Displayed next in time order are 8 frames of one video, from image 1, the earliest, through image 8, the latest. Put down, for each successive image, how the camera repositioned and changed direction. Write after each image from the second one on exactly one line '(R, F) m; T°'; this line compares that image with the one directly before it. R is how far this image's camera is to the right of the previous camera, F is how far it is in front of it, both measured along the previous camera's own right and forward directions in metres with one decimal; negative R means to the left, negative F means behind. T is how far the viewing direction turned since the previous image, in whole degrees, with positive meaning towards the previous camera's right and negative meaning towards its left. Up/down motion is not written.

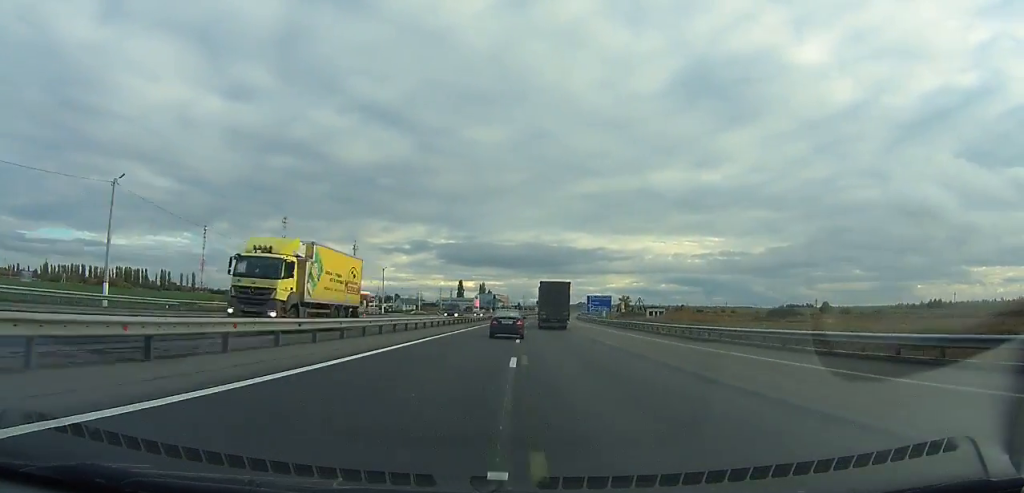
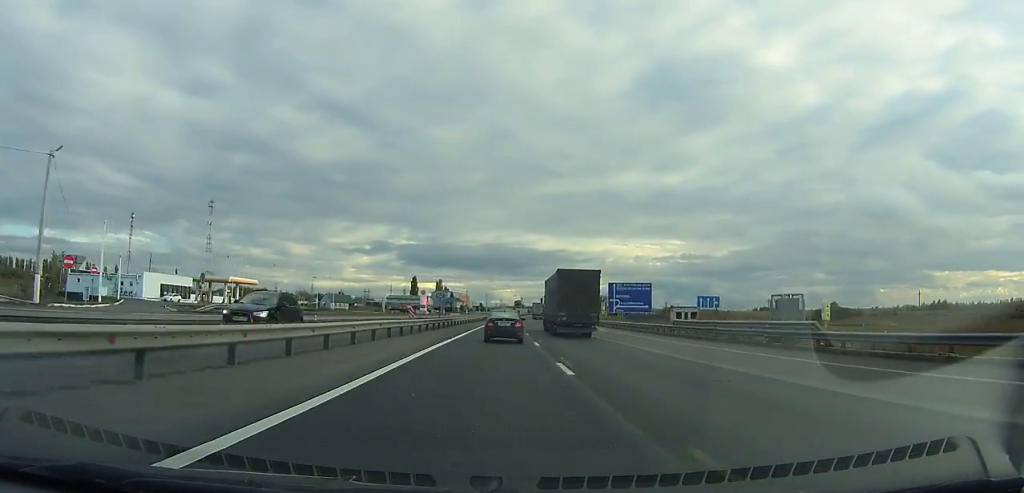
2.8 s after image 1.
(+0.8, +71.8) m; +2°
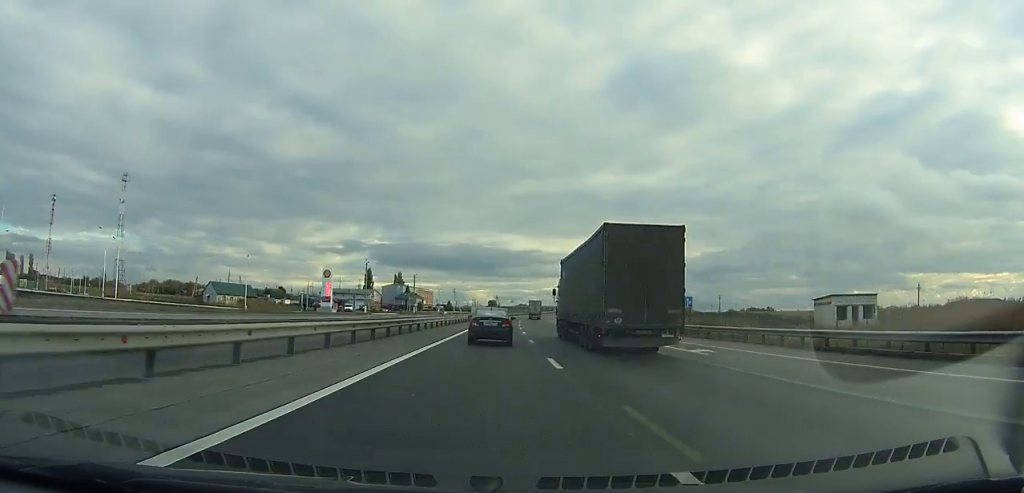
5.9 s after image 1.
(+2.4, +81.6) m; +3°
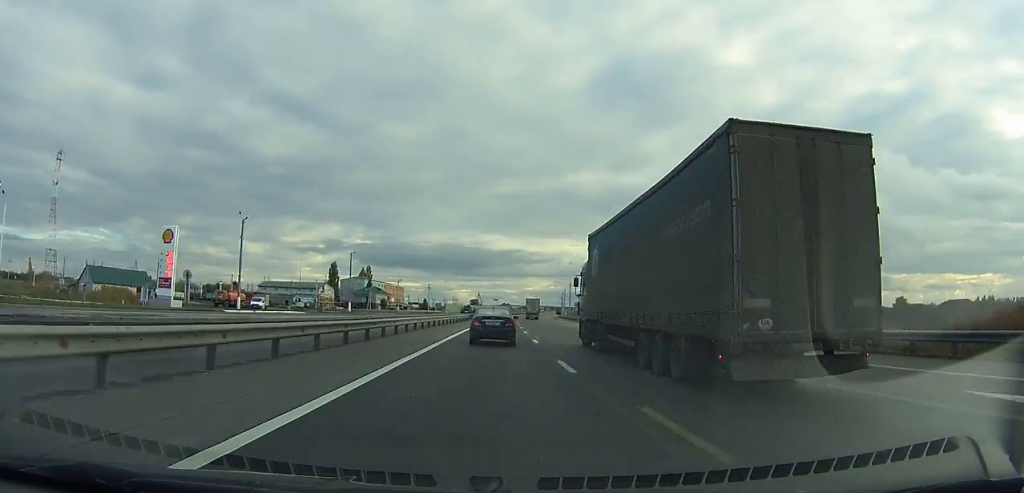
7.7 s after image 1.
(+0.4, +48.1) m; +1°
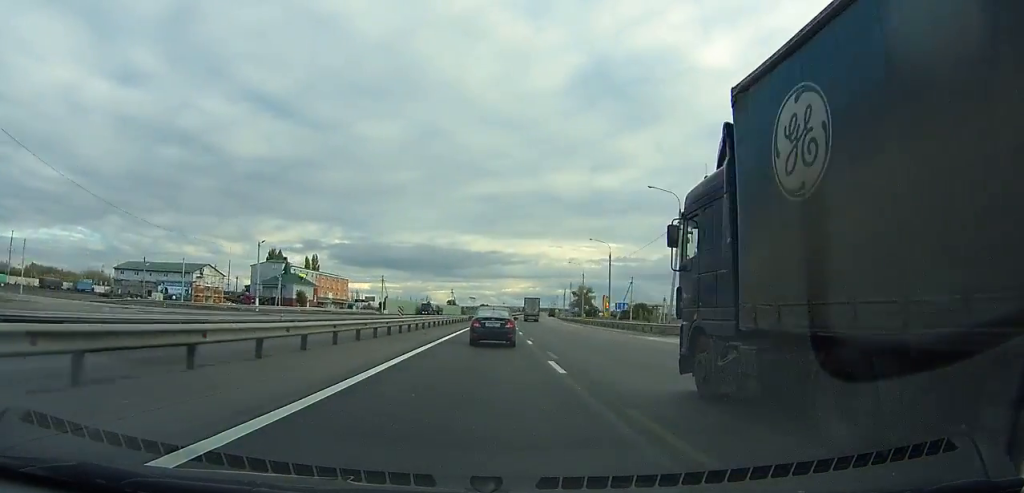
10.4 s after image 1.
(+1.4, +73.1) m; +2°
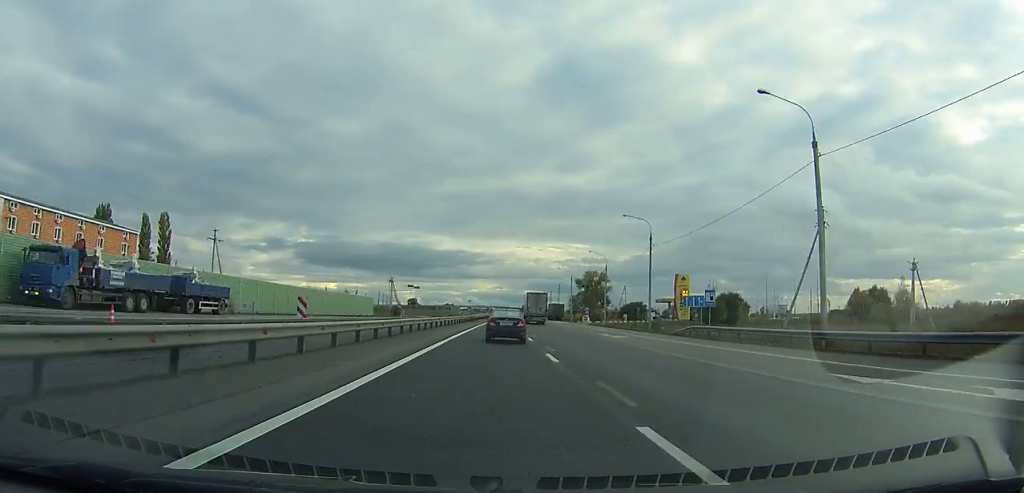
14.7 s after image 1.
(+3.5, +118.4) m; +3°
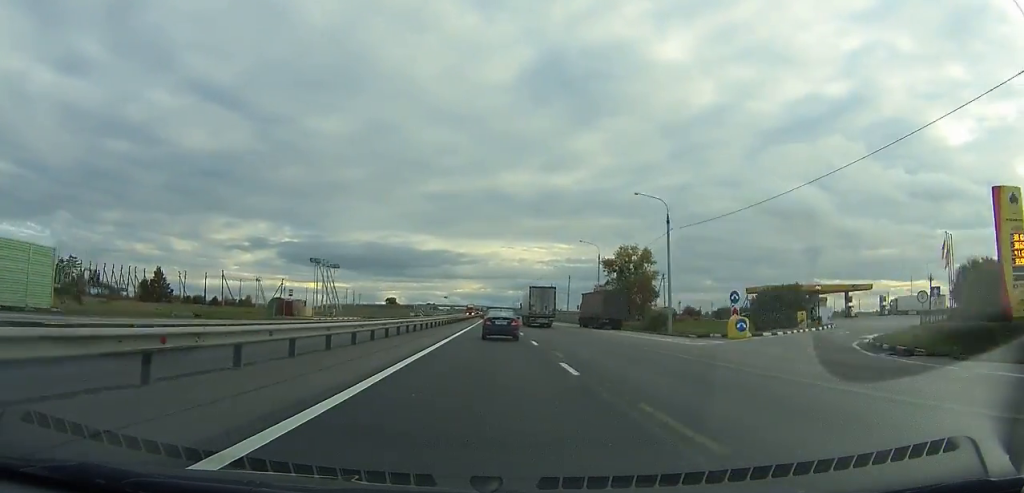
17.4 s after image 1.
(+1.2, +75.9) m; +2°
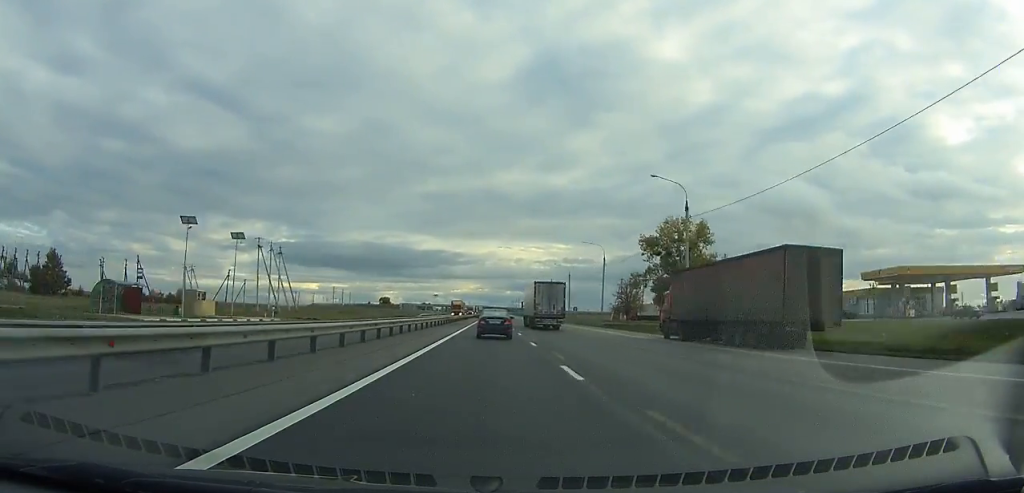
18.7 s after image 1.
(+0.4, +37.1) m; 0°
